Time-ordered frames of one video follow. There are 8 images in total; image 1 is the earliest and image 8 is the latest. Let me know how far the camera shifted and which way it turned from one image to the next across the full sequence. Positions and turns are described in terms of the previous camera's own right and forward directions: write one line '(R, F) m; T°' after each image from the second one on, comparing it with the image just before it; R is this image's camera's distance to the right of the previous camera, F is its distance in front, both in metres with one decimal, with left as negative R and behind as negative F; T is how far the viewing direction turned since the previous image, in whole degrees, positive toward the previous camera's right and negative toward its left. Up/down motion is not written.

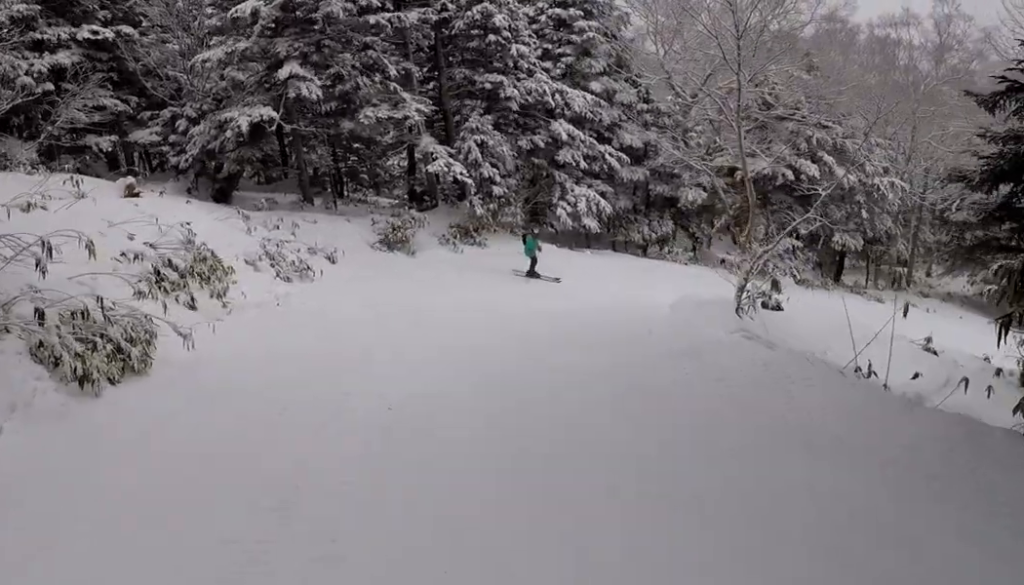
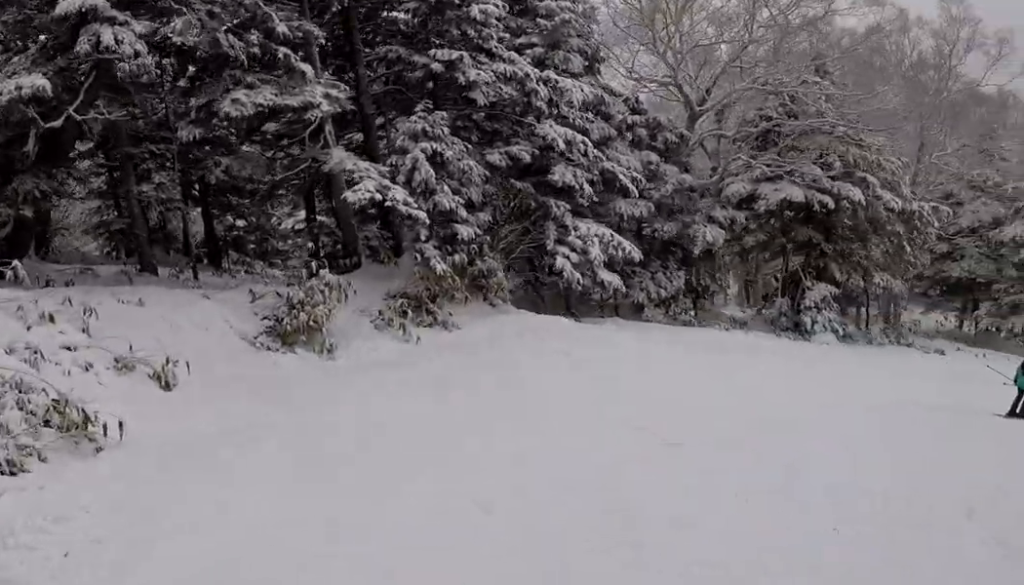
(+0.4, +10.8) m; +26°
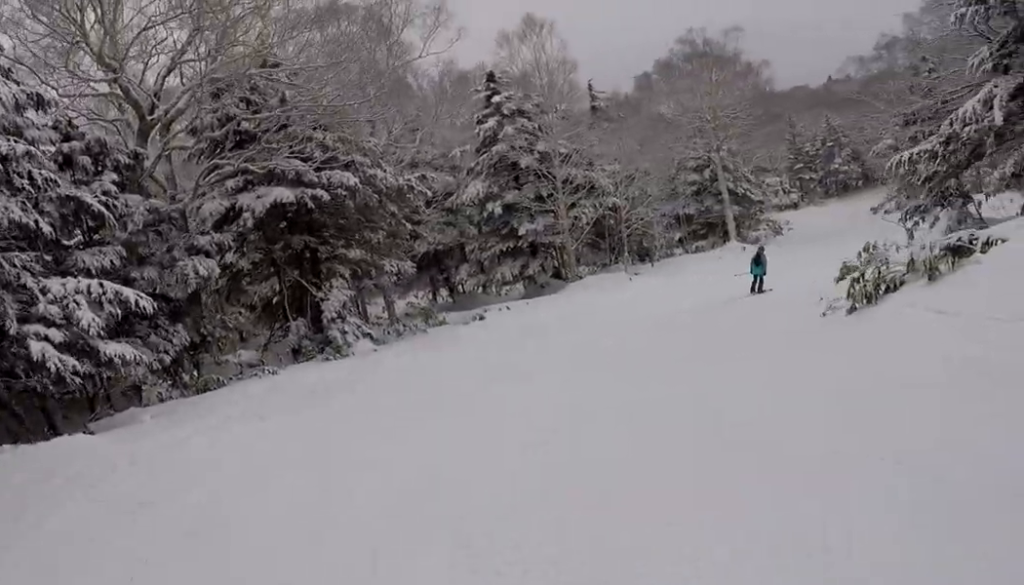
(+3.1, +6.5) m; +32°
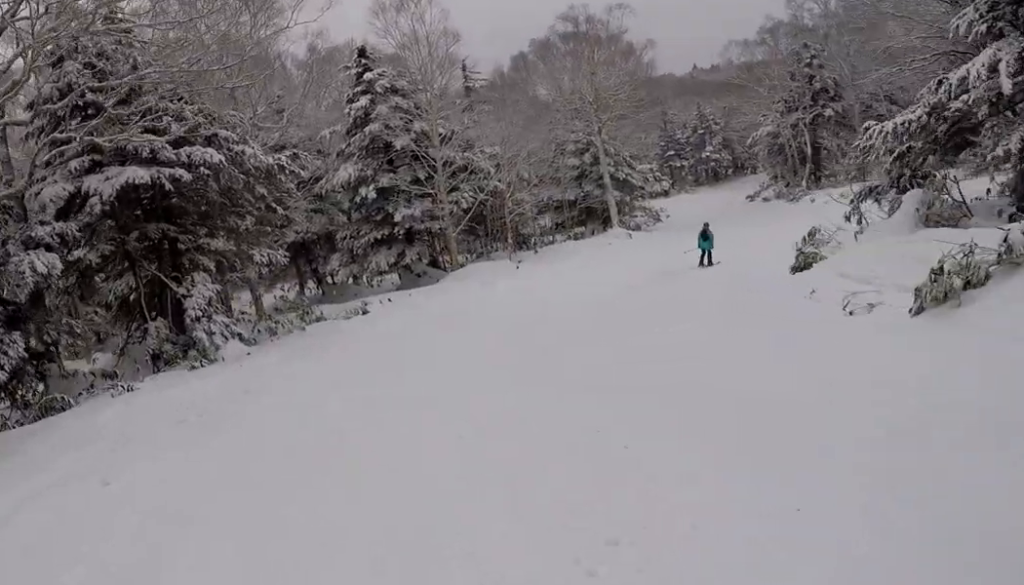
(-0.1, +3.4) m; +11°
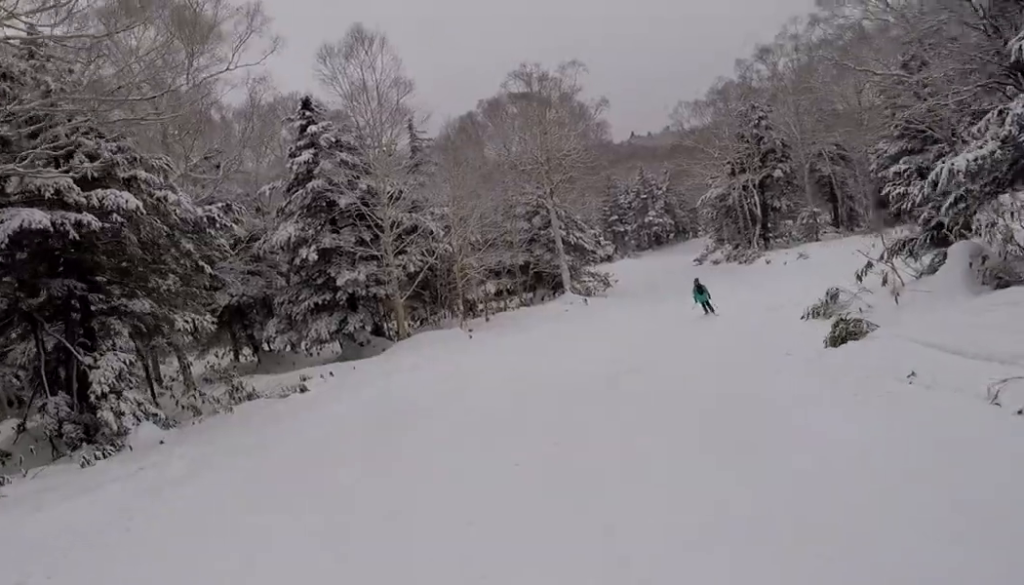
(+0.3, +3.5) m; +11°
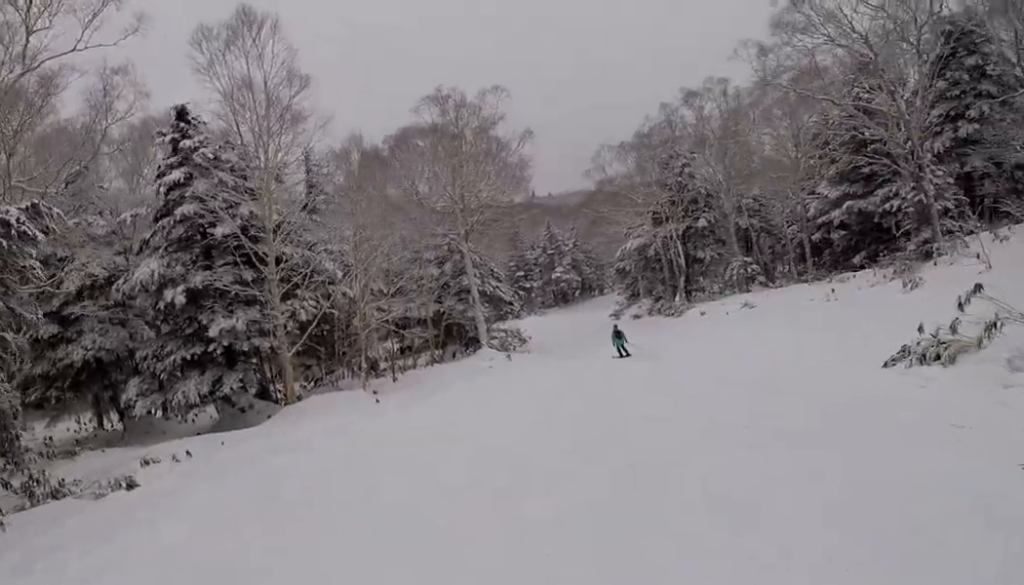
(+1.6, +6.9) m; +16°
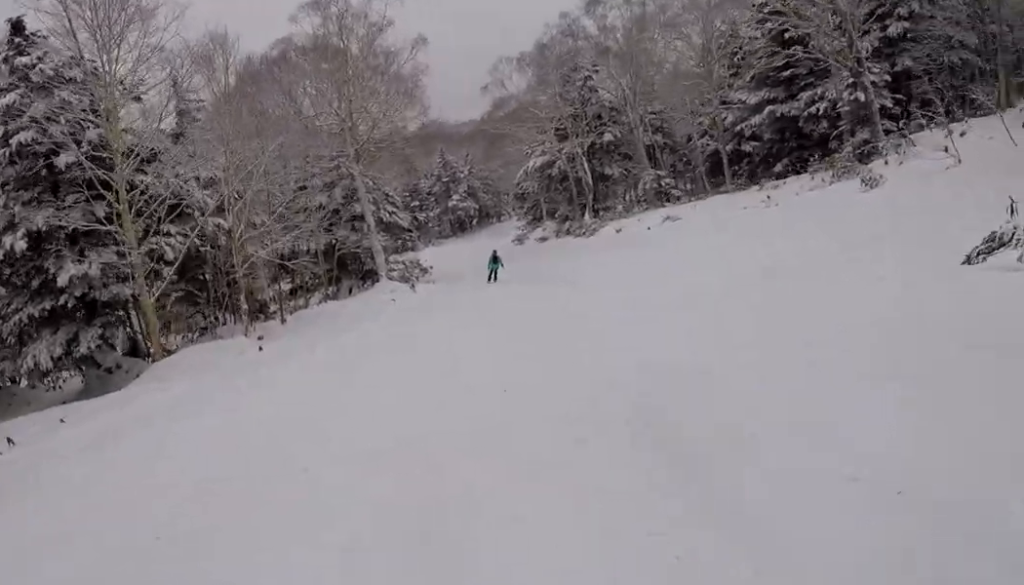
(+0.4, +4.1) m; 0°
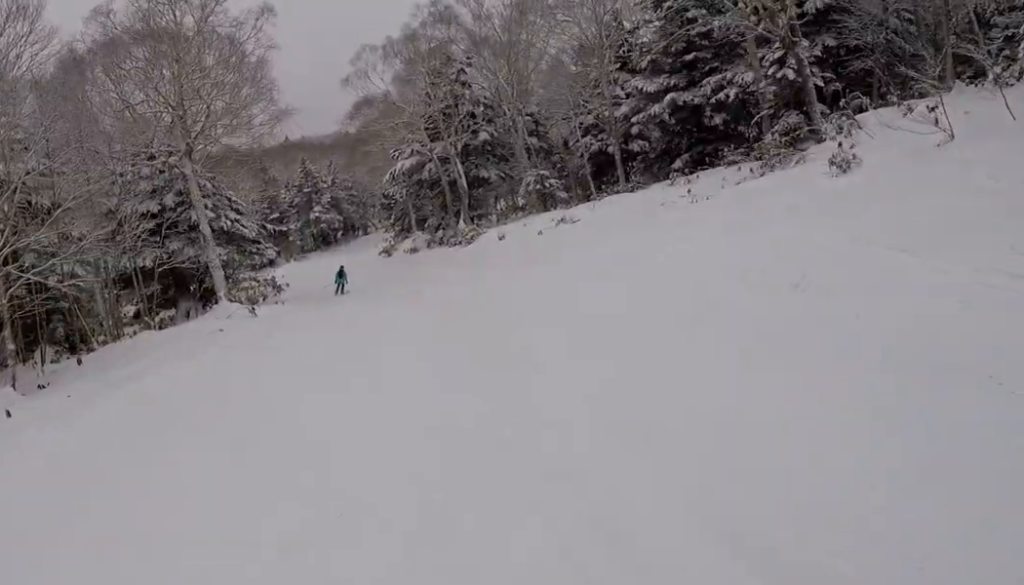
(-0.1, +6.5) m; 0°
